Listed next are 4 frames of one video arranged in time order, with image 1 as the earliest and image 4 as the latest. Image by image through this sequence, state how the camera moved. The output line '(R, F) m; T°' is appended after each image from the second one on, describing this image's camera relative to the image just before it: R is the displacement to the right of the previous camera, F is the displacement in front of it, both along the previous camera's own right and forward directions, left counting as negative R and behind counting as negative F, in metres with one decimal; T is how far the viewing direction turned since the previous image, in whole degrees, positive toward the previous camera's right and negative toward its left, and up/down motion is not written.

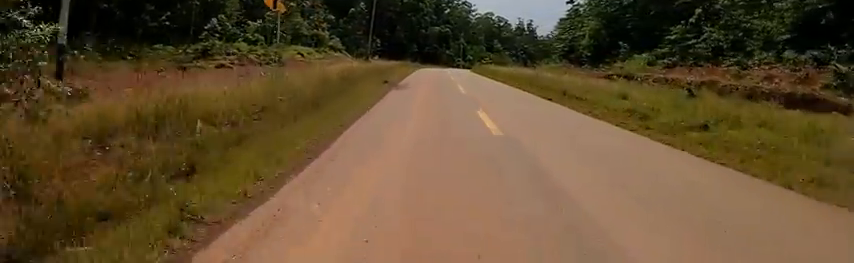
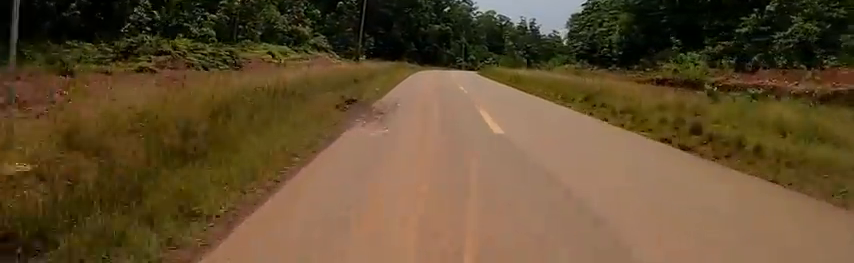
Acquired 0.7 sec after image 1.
(0.0, +7.8) m; 0°
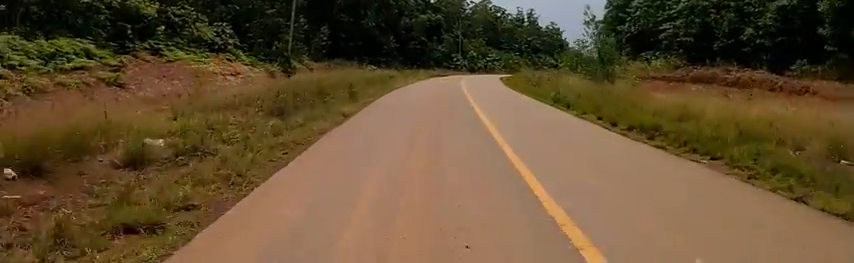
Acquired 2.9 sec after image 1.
(-0.5, +24.4) m; +1°
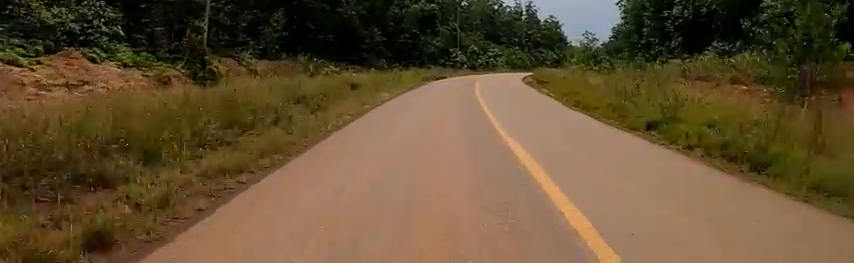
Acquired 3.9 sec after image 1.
(+0.5, +12.8) m; +9°
